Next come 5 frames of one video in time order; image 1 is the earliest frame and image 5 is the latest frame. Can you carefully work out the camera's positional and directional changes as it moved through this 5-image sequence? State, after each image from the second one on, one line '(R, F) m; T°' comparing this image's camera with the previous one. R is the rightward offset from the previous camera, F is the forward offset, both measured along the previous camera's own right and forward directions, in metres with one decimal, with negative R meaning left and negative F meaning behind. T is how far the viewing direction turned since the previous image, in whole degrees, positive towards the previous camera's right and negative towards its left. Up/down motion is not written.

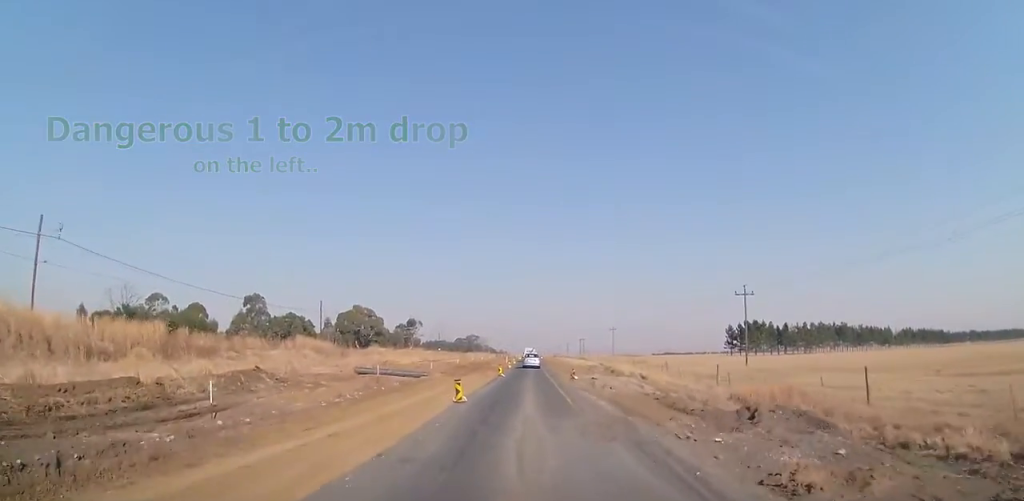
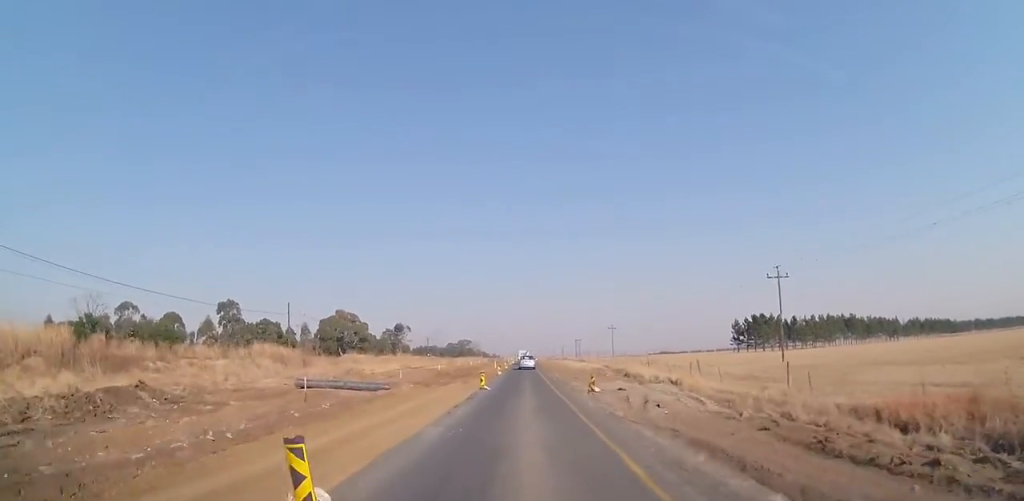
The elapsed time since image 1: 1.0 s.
(0.0, +11.8) m; 0°
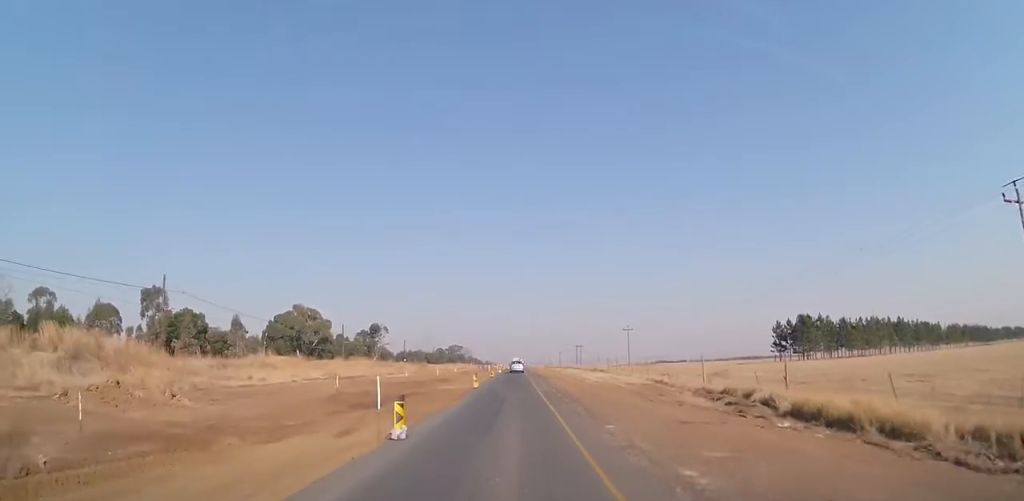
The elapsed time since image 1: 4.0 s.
(+0.1, +34.7) m; 0°
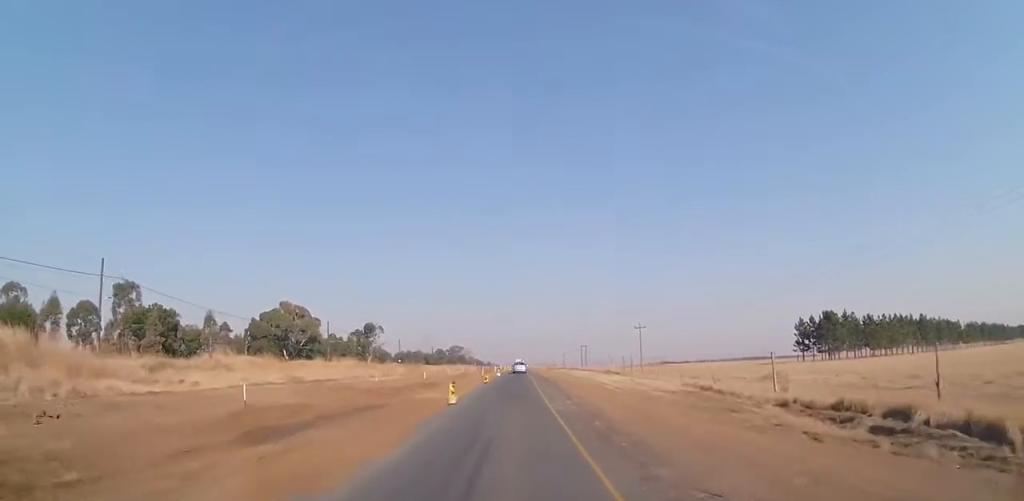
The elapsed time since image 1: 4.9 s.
(0.0, +11.2) m; 0°
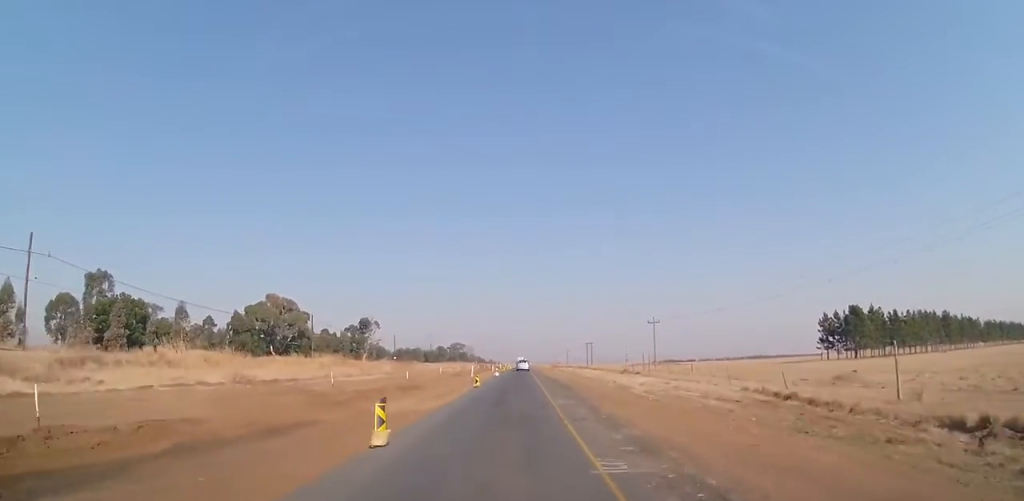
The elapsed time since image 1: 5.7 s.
(0.0, +10.2) m; -1°
